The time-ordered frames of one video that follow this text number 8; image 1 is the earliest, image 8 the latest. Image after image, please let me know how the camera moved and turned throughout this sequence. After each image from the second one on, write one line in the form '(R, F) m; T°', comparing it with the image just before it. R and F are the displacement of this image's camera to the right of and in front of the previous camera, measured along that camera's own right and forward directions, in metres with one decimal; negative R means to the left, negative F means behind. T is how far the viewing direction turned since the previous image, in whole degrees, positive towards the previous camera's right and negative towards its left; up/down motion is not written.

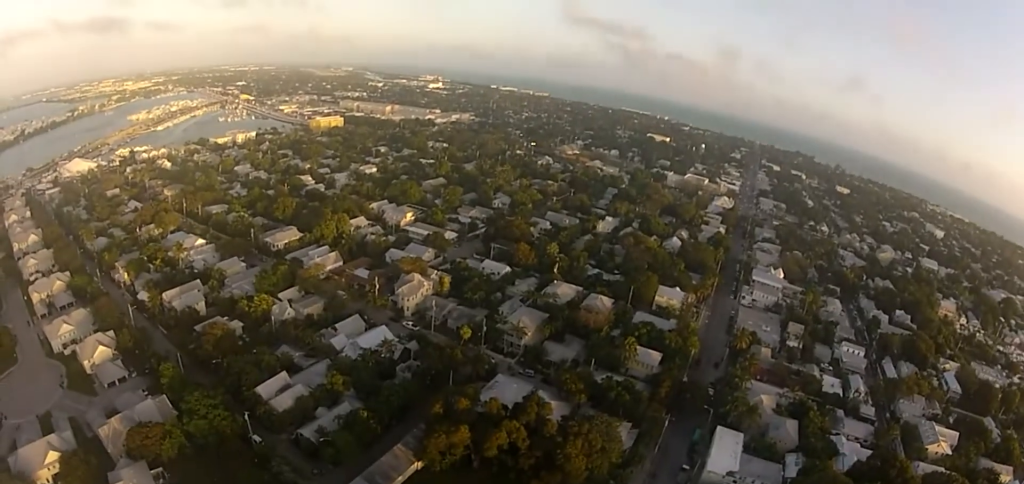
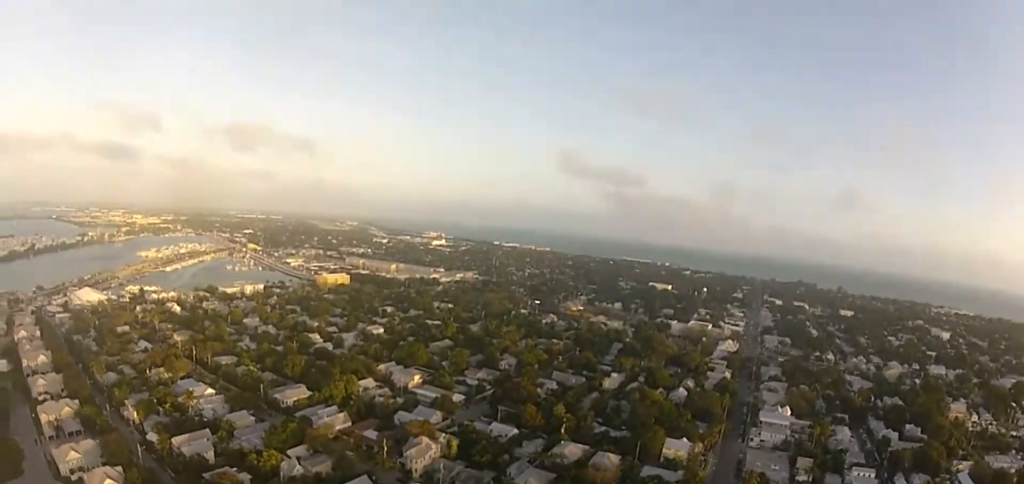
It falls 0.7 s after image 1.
(+0.1, +2.0) m; +2°
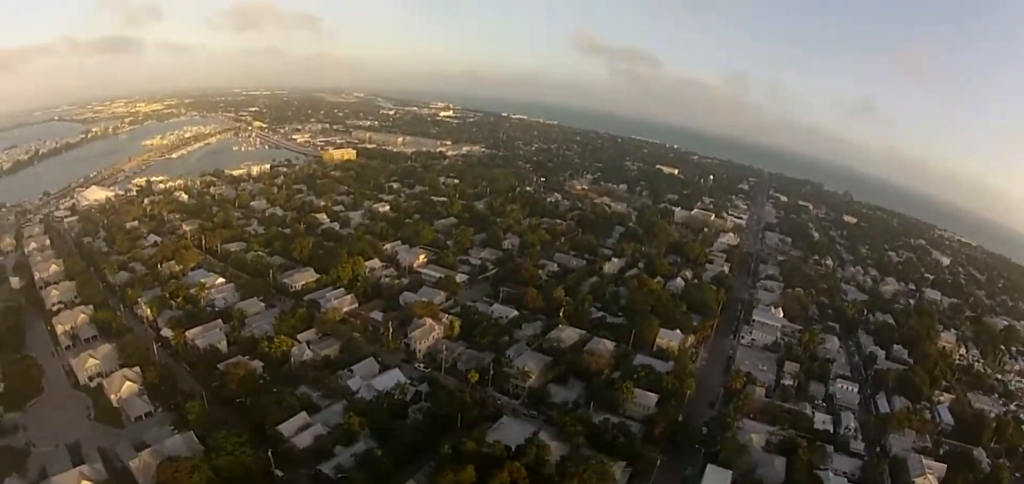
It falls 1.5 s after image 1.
(0.0, +4.1) m; 0°
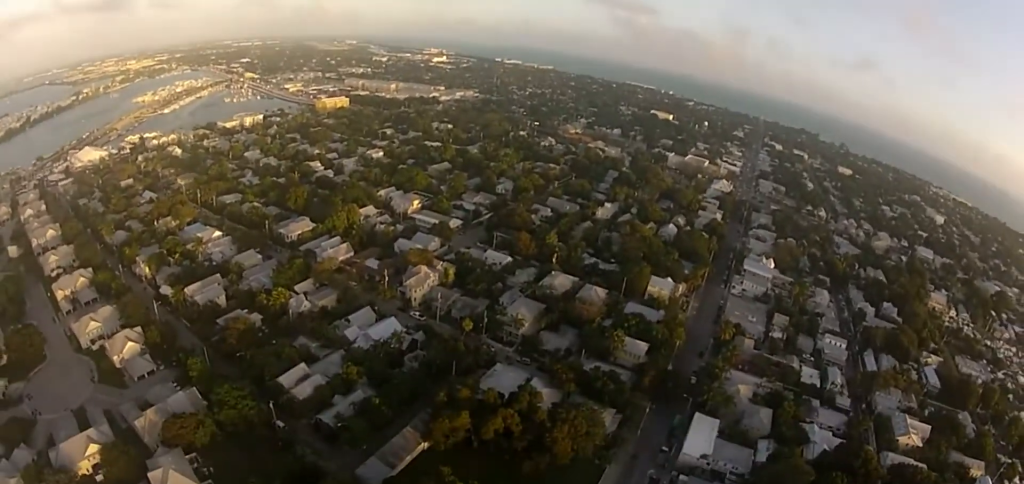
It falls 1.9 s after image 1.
(0.0, +2.5) m; +2°
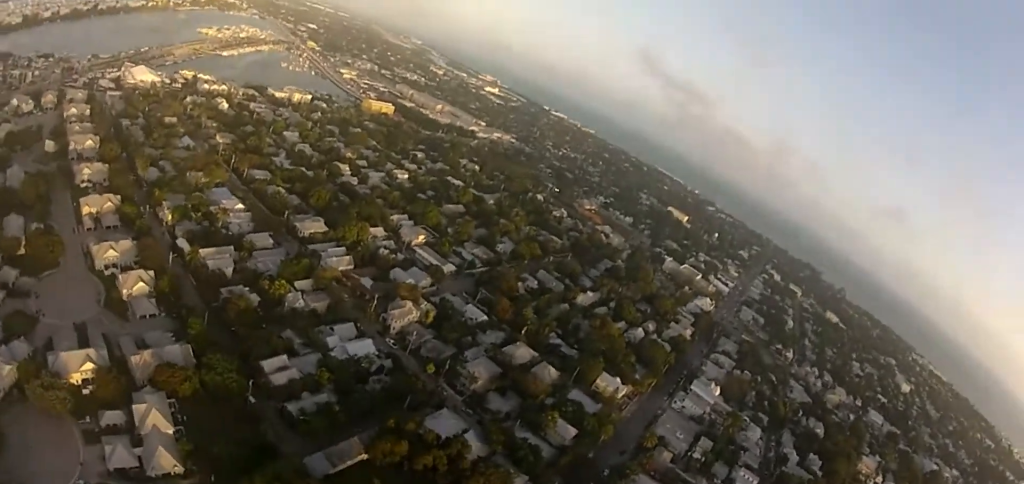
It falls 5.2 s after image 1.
(-1.4, +12.1) m; -45°
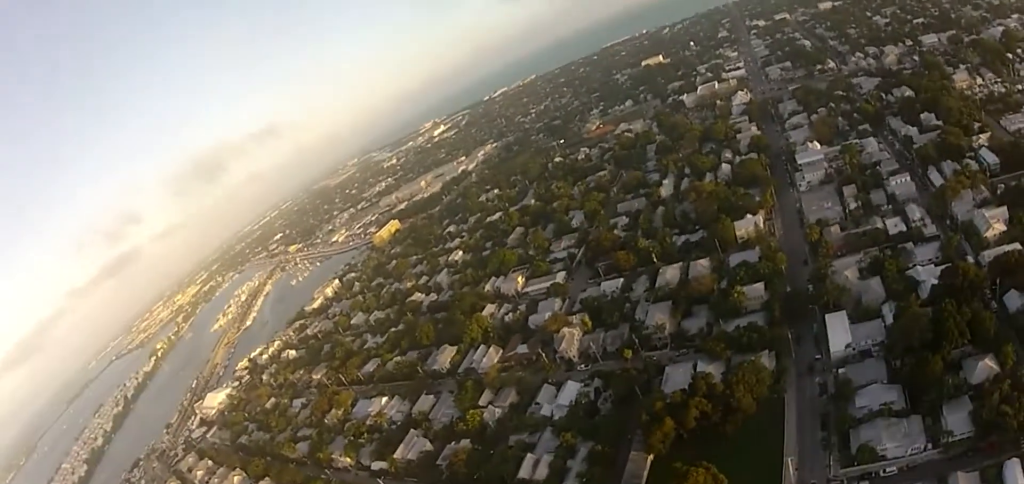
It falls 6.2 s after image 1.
(+0.1, +2.9) m; +13°
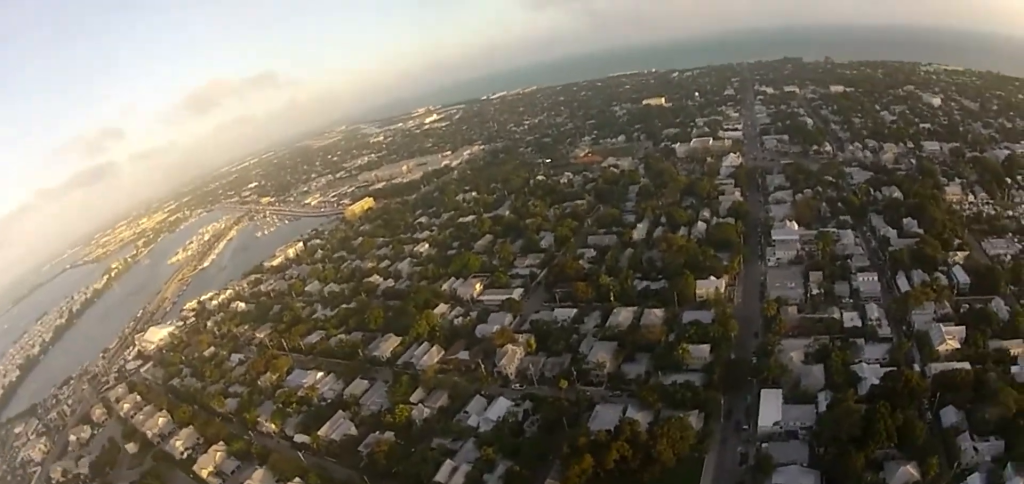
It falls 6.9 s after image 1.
(+0.4, +2.7) m; +13°
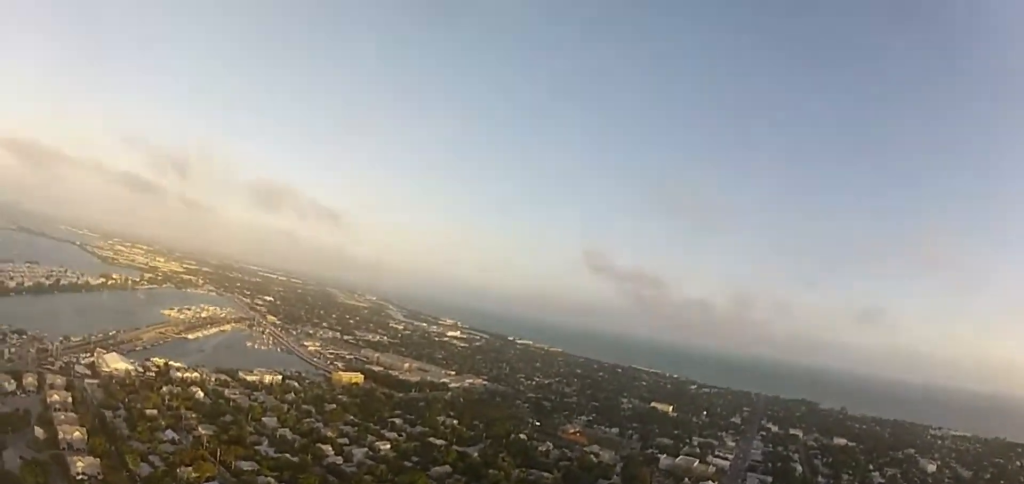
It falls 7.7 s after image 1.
(+0.3, +4.8) m; +6°
